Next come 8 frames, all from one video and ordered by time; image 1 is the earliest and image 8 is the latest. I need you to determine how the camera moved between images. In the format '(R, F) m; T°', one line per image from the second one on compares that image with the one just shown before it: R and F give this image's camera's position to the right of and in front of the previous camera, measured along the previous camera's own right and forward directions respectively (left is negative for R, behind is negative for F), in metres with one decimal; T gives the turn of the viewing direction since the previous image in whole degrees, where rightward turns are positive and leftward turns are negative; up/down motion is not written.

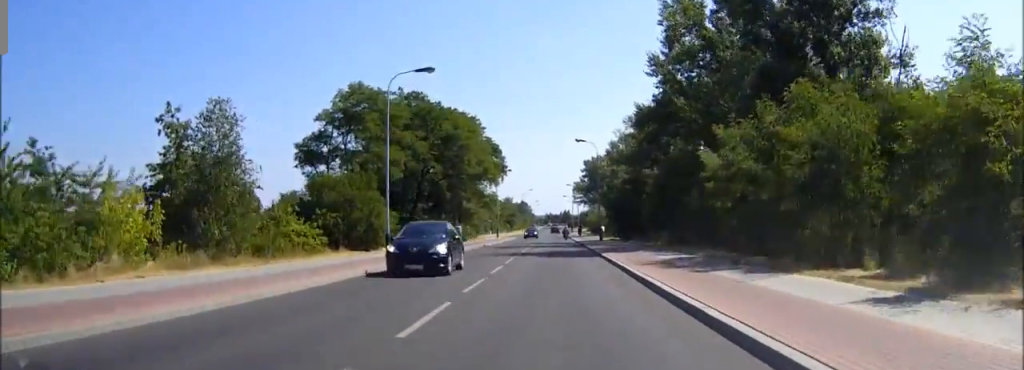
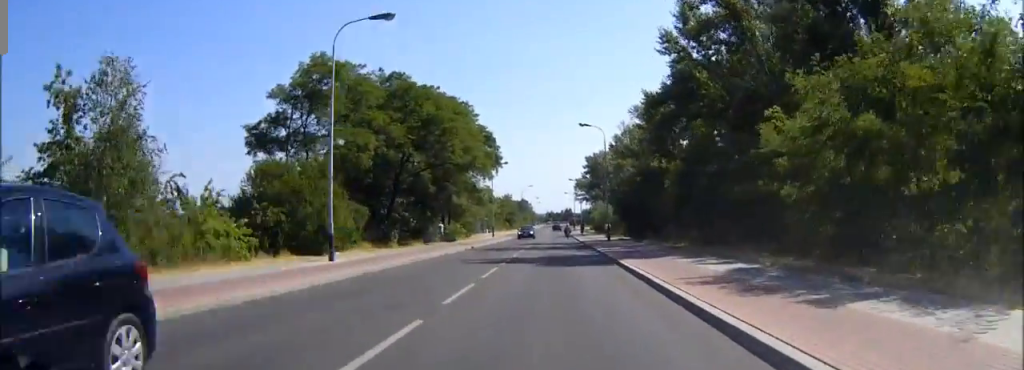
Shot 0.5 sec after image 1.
(0.0, +8.4) m; 0°
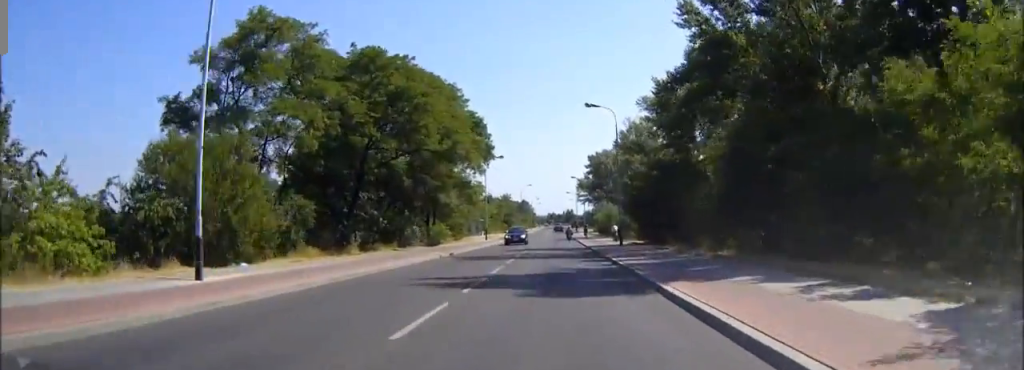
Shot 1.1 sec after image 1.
(0.0, +9.5) m; 0°
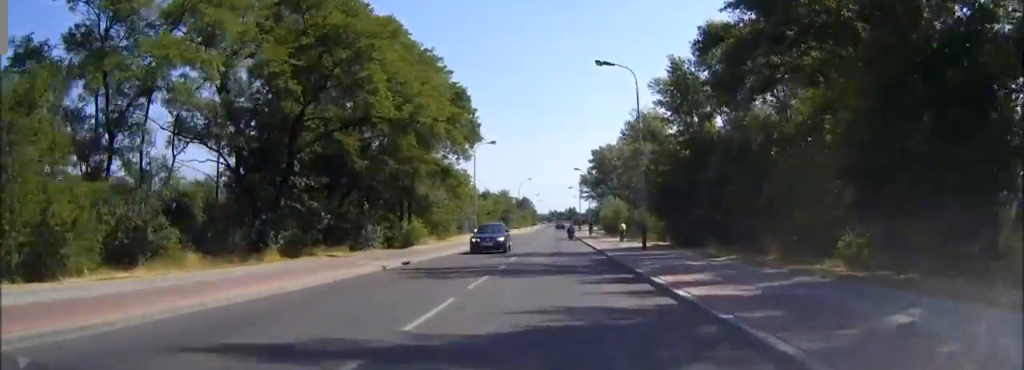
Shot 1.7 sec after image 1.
(0.0, +11.2) m; 0°
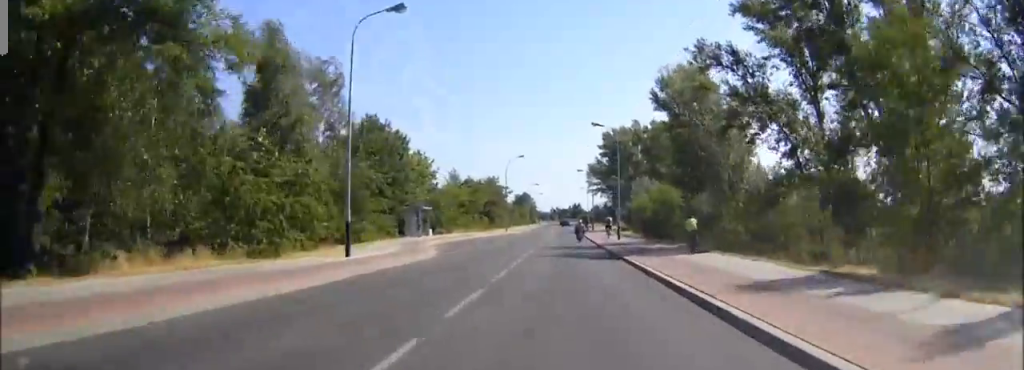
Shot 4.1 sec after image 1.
(-0.1, +39.9) m; 0°
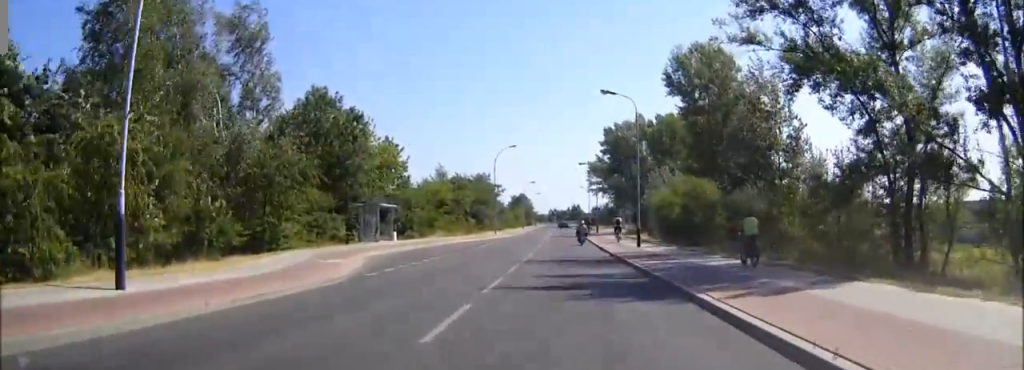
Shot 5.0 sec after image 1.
(0.0, +13.8) m; 0°
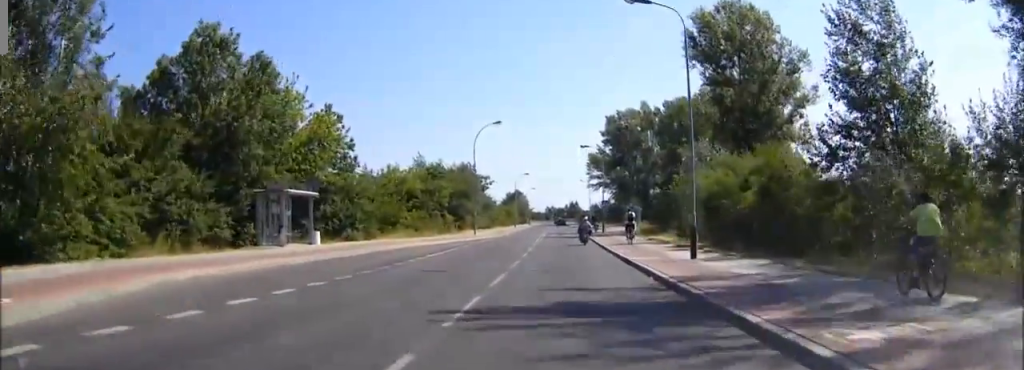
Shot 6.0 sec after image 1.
(+0.1, +16.4) m; 0°
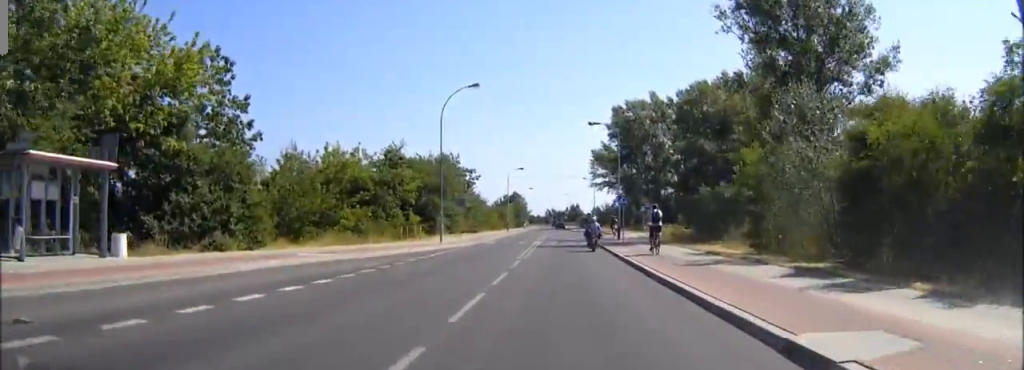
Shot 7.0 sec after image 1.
(0.0, +17.4) m; 0°
